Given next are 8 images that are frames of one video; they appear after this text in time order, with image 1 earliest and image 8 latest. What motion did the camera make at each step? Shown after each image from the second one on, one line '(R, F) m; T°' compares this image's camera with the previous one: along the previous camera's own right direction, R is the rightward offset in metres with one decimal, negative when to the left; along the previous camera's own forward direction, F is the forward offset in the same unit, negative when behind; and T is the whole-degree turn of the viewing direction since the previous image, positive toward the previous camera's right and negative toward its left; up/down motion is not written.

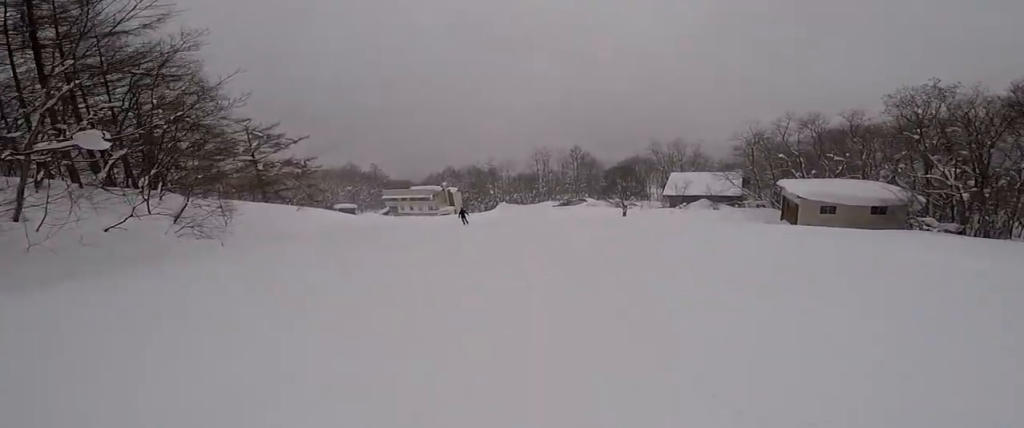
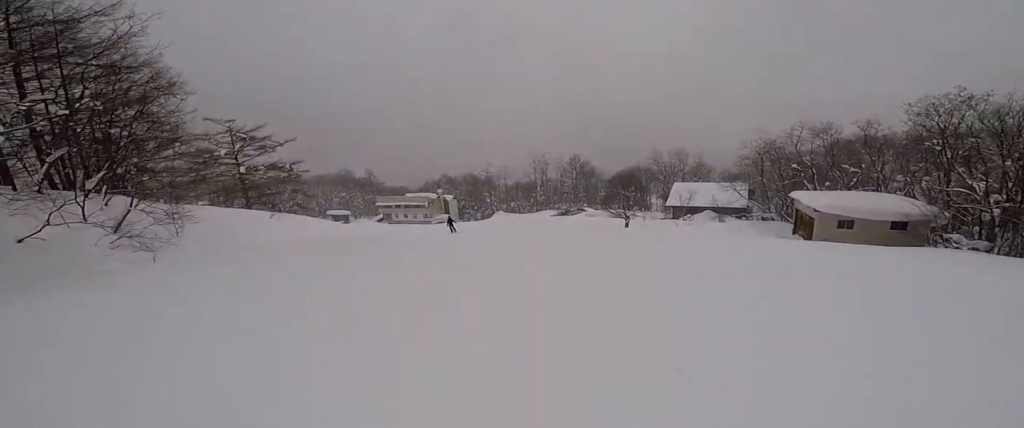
(-0.2, +3.3) m; -4°
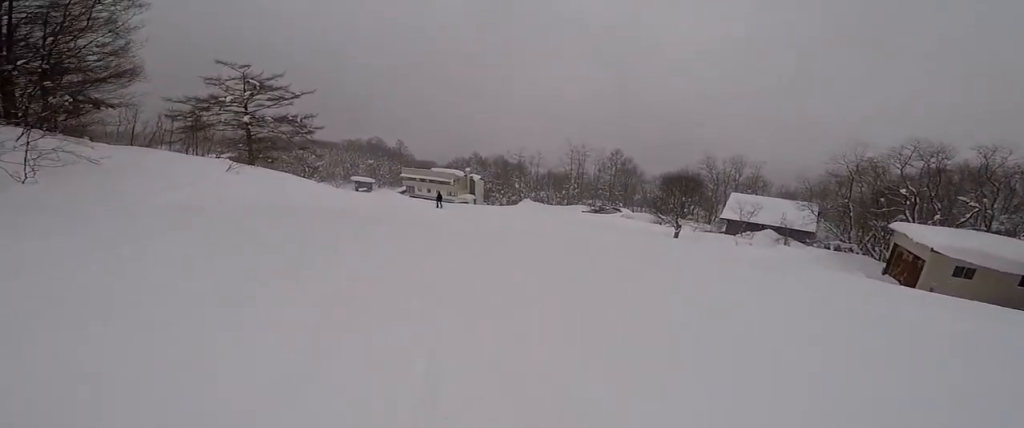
(-0.7, +8.5) m; -12°
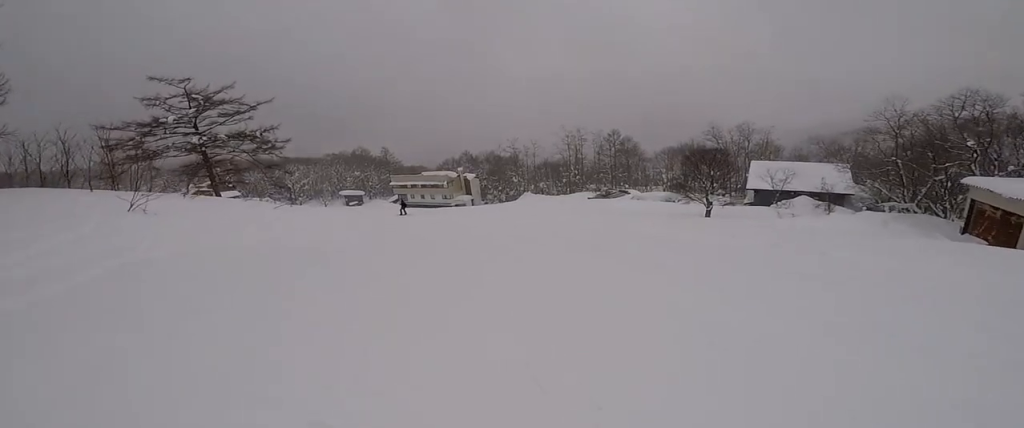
(-0.7, +6.7) m; -6°
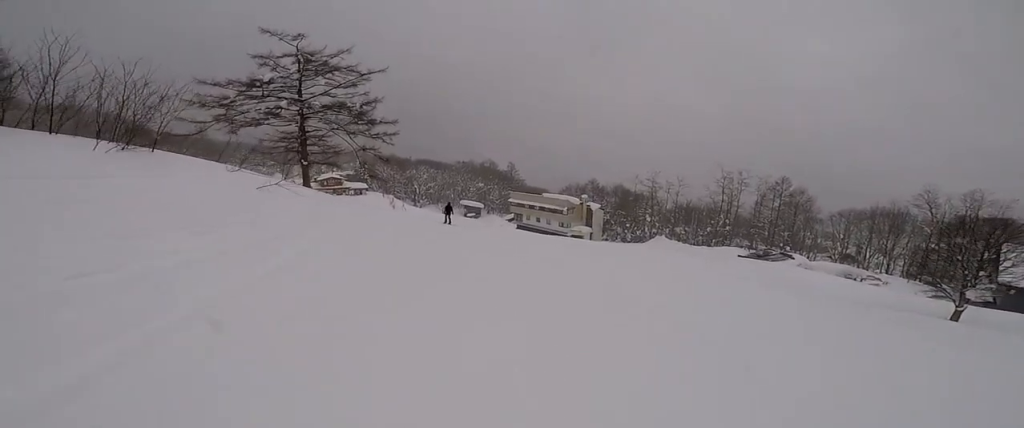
(+0.4, +11.5) m; 0°
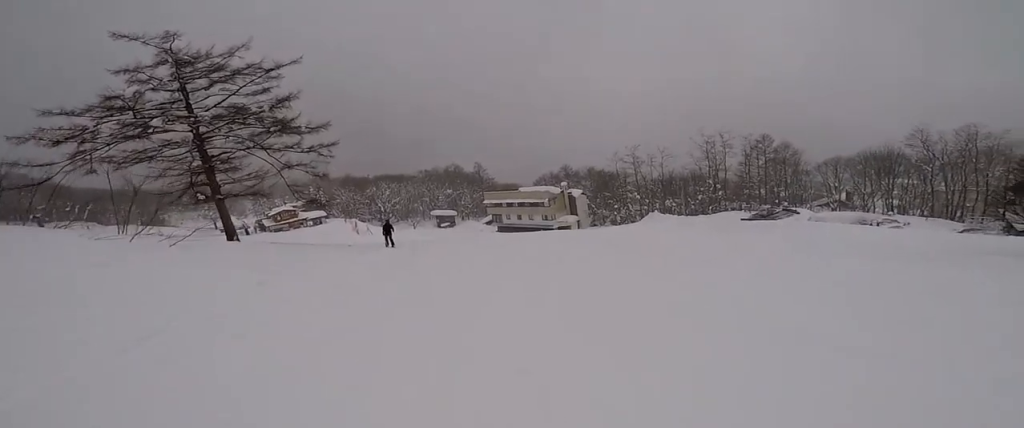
(-0.3, +8.0) m; +9°
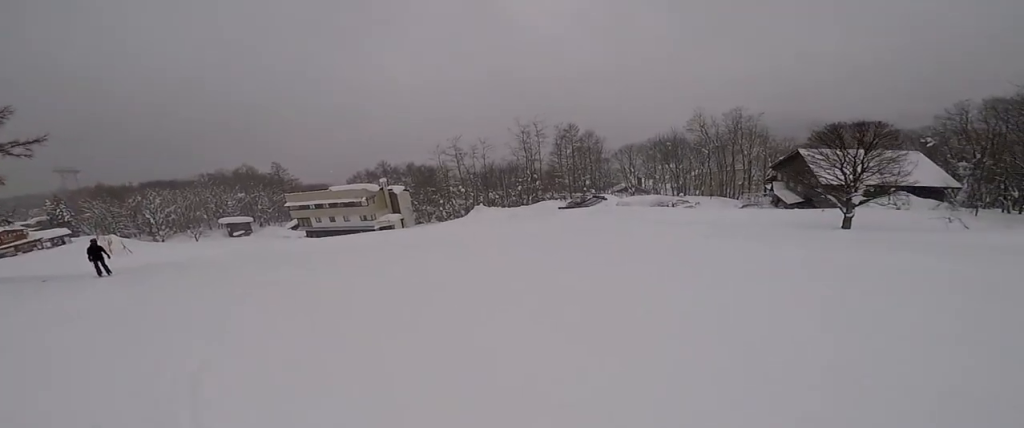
(+1.2, +5.2) m; +5°
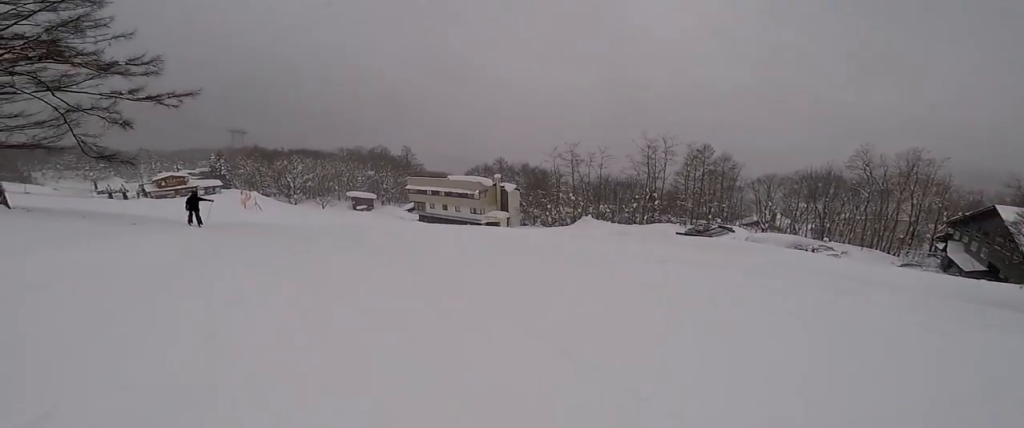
(-0.3, +2.8) m; -6°
